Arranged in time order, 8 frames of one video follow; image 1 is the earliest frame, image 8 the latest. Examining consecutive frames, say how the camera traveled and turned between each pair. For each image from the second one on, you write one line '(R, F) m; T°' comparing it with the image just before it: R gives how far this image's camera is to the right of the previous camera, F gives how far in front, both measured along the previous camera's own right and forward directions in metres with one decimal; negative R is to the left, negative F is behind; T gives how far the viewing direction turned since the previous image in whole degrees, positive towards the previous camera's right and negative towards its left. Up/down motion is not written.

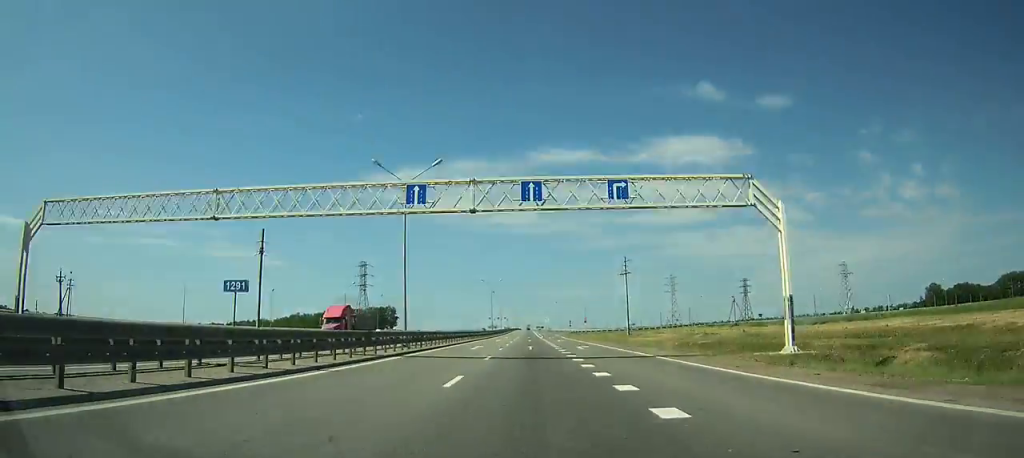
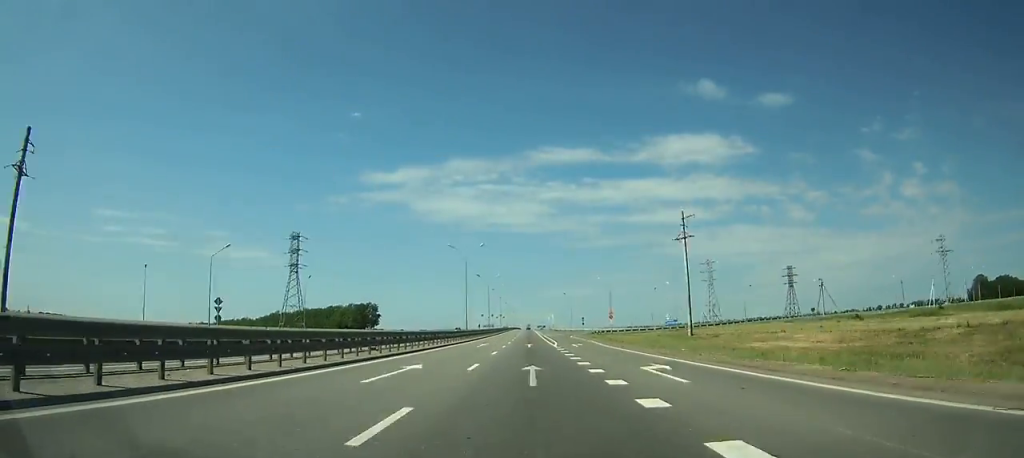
(-0.1, +55.1) m; 0°
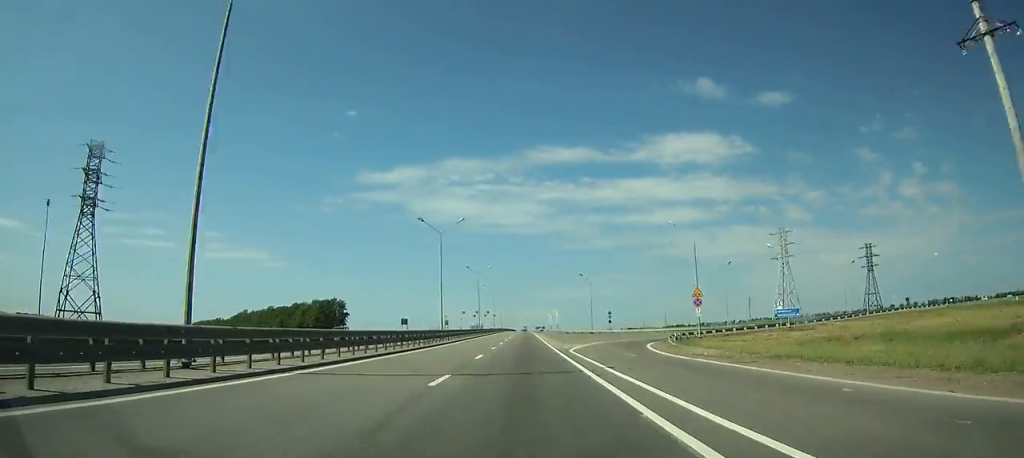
(+0.1, +62.5) m; 0°
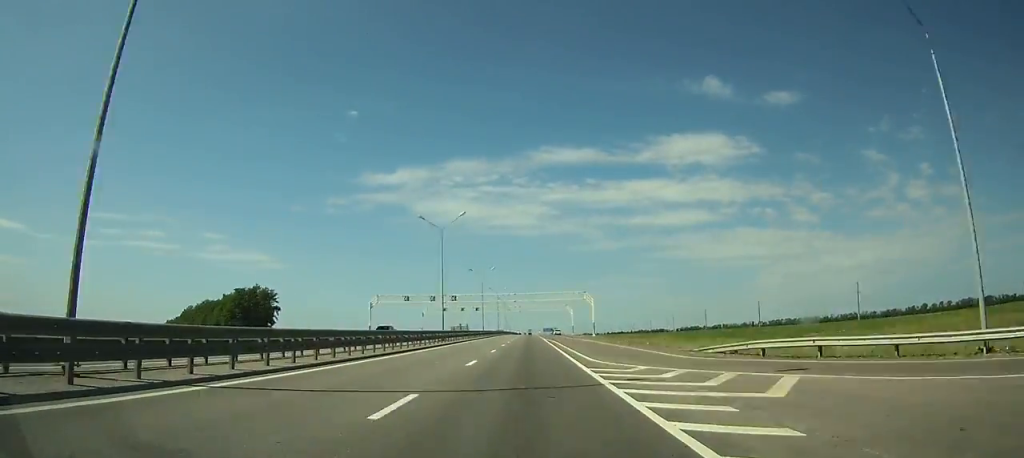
(+0.1, +96.9) m; 0°
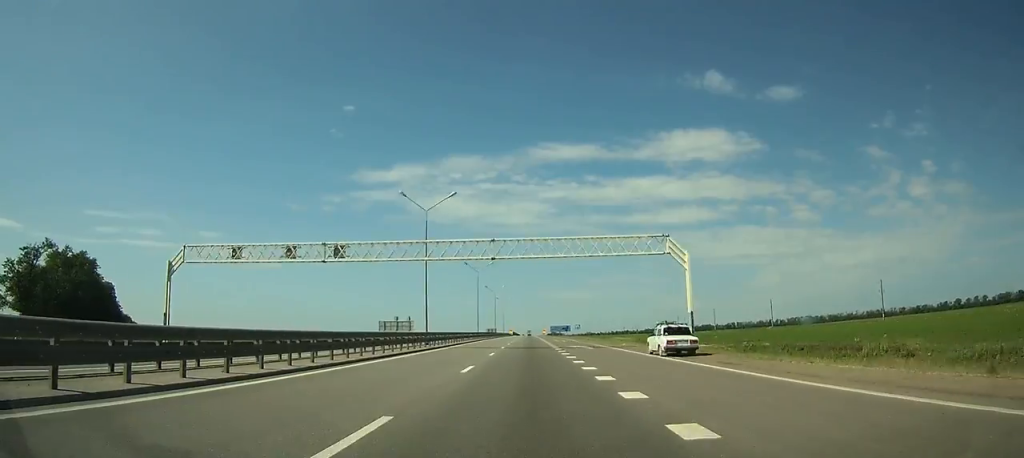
(+0.3, +109.4) m; 0°
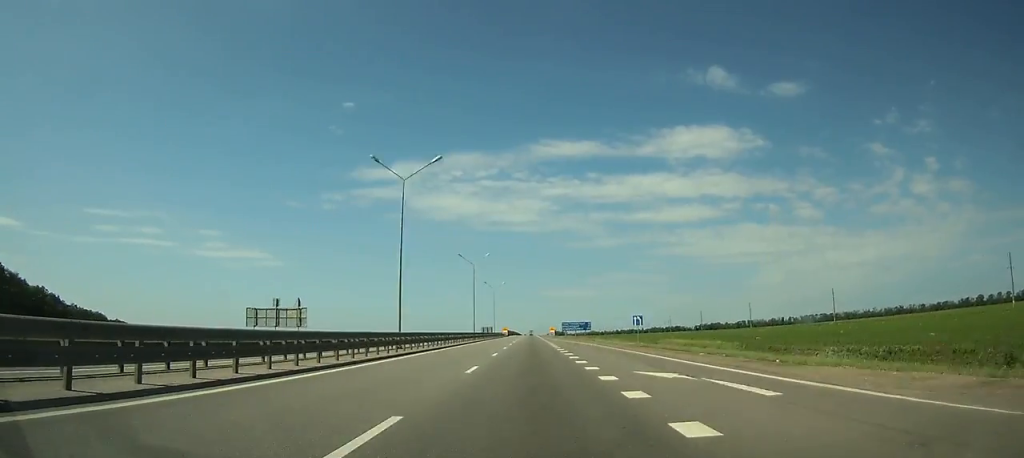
(+0.1, +60.4) m; 0°
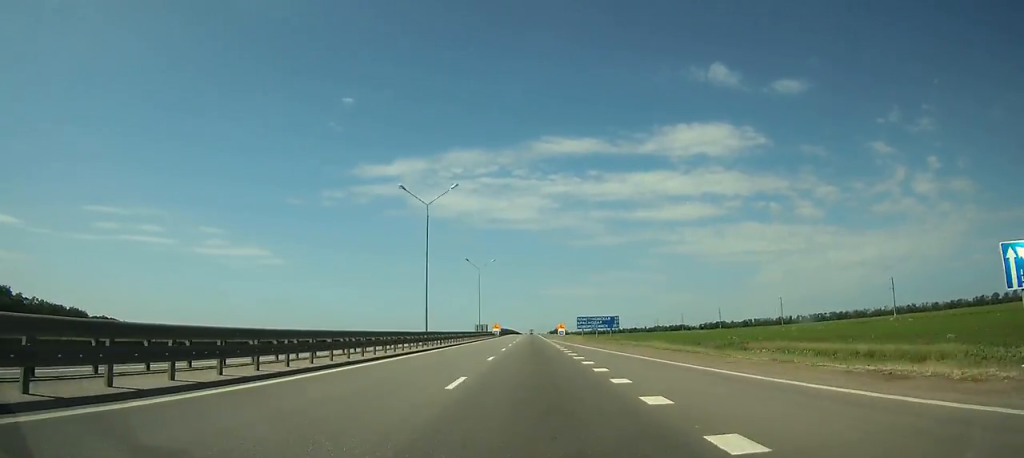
(0.0, +43.1) m; 0°
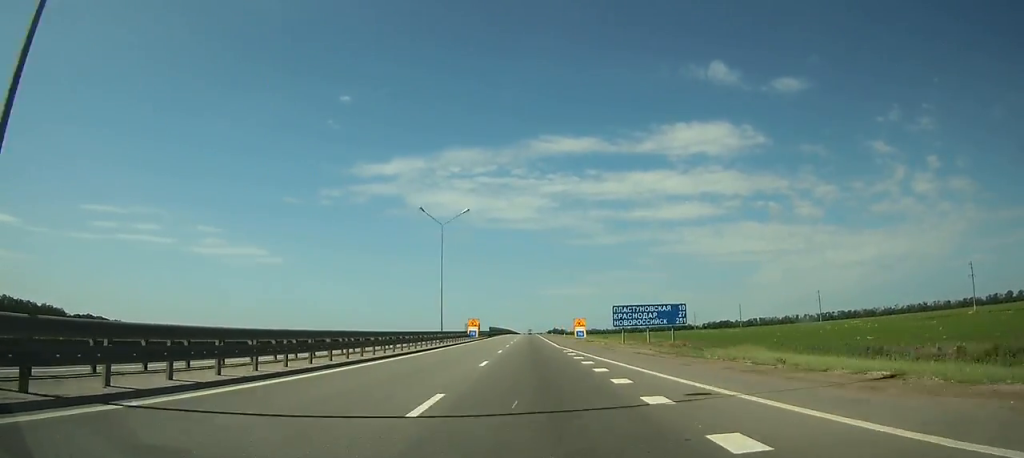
(0.0, +40.3) m; 0°
